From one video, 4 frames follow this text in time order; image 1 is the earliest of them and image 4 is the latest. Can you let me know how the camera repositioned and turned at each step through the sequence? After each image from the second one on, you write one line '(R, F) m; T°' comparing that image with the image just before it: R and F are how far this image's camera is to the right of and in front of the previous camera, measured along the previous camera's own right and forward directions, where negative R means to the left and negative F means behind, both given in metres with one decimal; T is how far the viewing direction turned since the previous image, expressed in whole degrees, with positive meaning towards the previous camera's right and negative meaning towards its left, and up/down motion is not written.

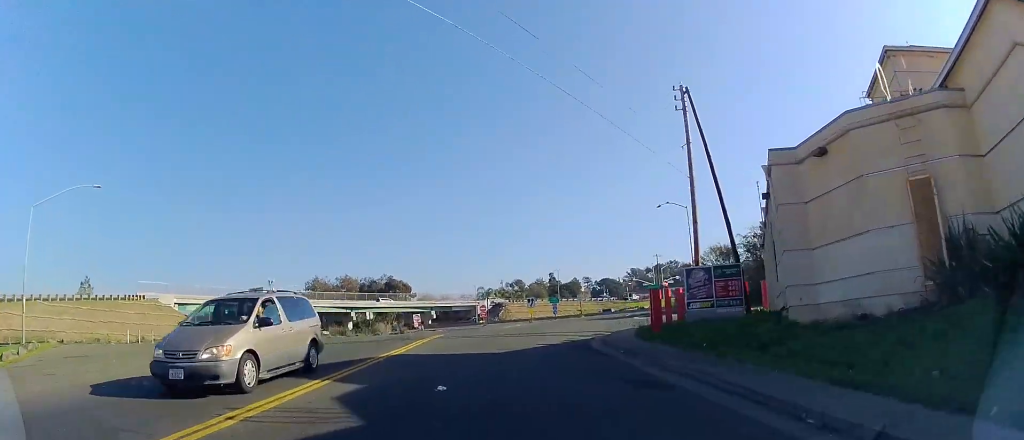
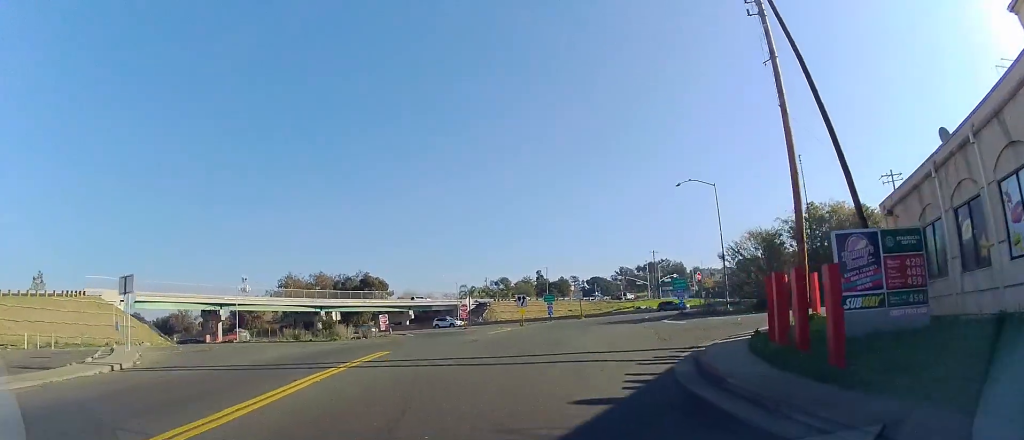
(-0.2, +11.0) m; +3°
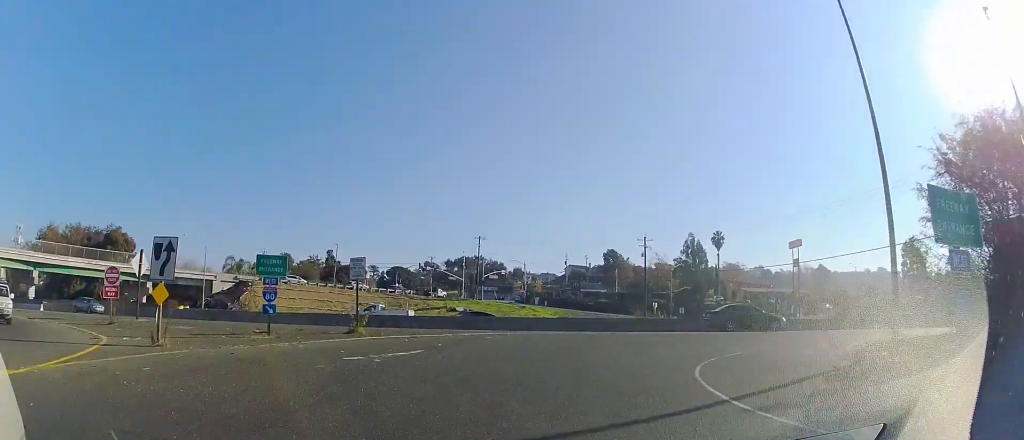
(+5.8, +36.5) m; +21°
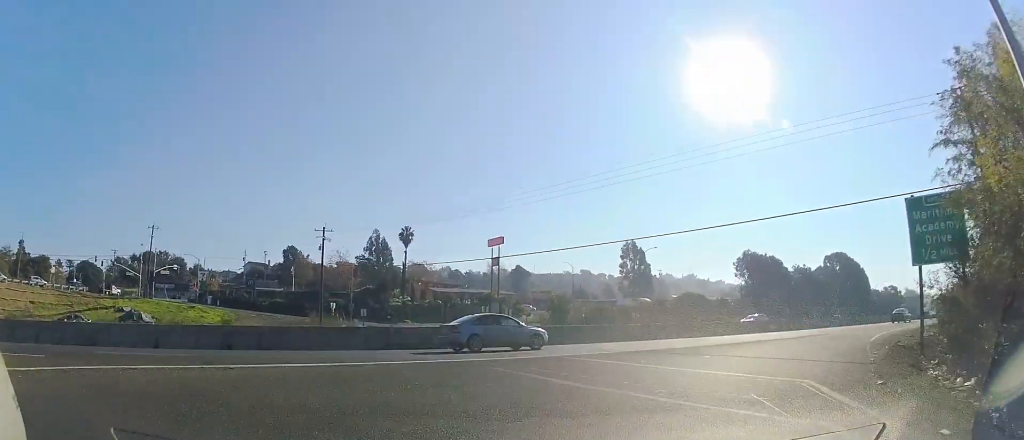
(+3.3, +13.0) m; +35°
